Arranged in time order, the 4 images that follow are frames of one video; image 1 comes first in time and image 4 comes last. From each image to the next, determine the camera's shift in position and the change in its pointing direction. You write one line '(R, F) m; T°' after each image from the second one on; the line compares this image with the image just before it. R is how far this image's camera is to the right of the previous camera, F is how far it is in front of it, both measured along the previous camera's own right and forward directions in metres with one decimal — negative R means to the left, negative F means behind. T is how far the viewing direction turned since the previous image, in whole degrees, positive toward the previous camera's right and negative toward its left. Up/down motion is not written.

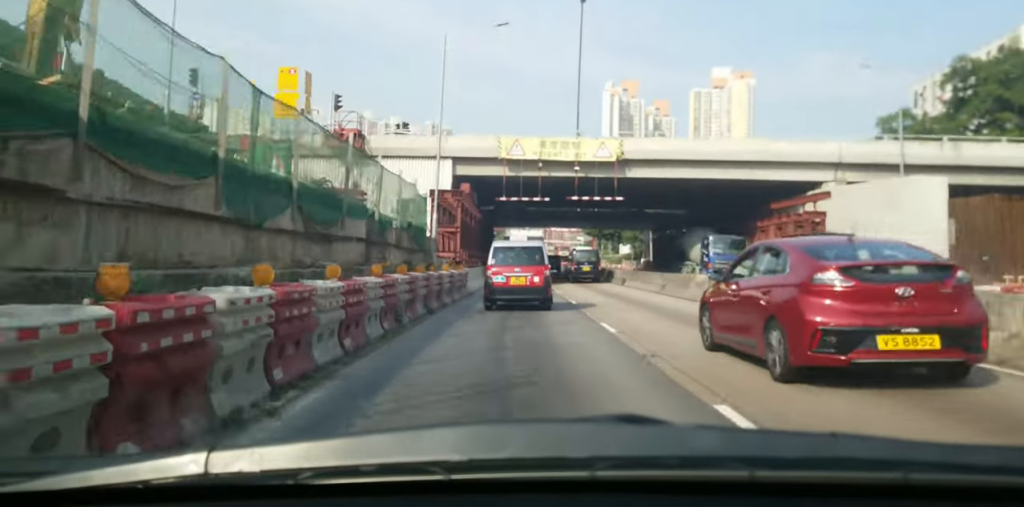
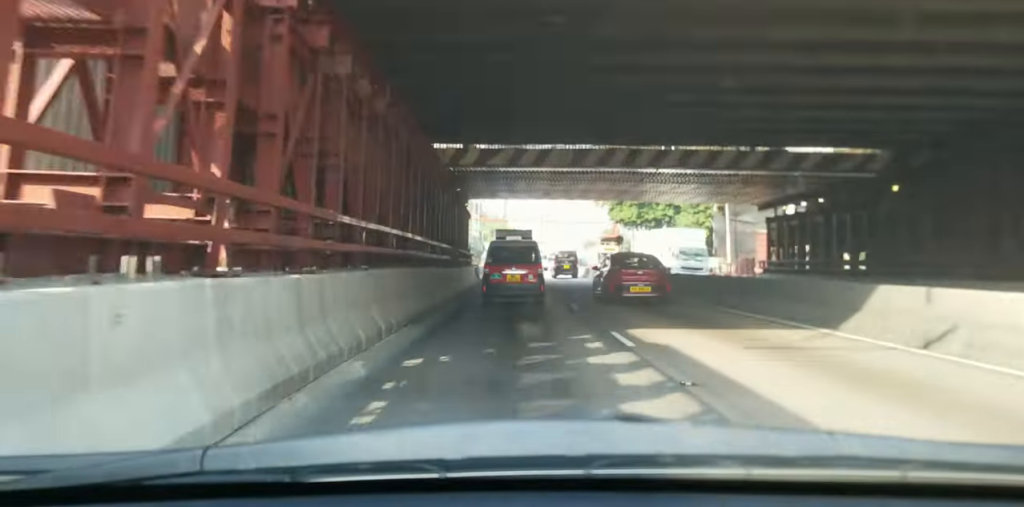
(+0.6, +37.4) m; +3°
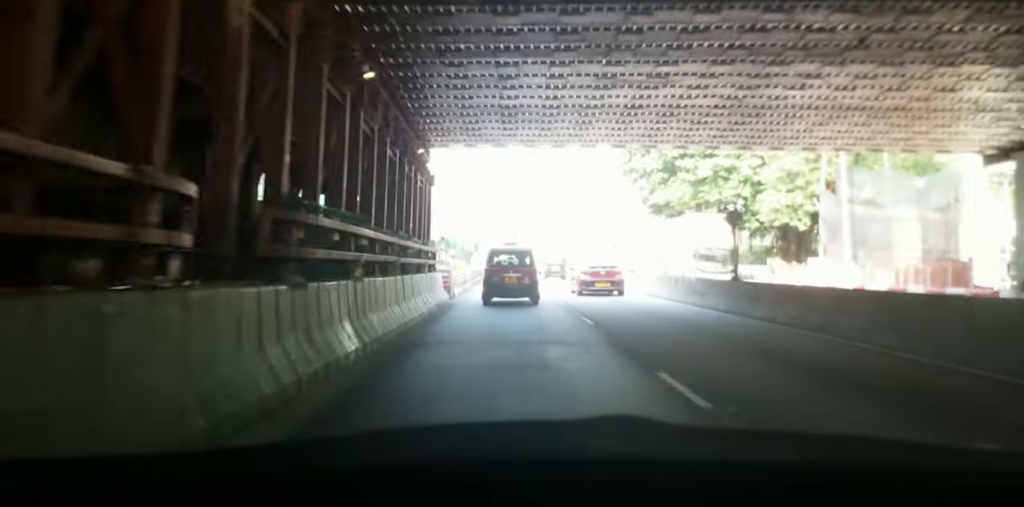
(+1.5, +21.8) m; +5°
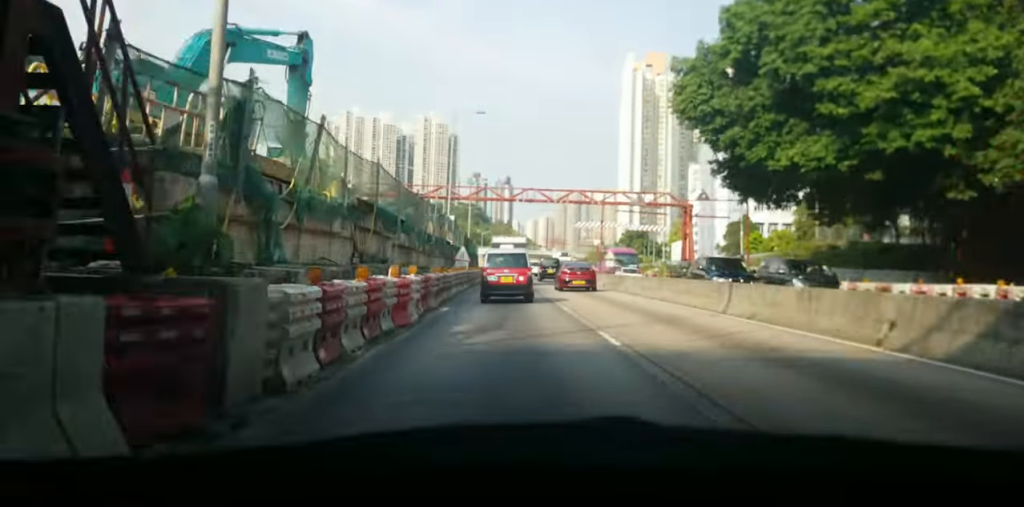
(-0.7, +22.1) m; -5°
